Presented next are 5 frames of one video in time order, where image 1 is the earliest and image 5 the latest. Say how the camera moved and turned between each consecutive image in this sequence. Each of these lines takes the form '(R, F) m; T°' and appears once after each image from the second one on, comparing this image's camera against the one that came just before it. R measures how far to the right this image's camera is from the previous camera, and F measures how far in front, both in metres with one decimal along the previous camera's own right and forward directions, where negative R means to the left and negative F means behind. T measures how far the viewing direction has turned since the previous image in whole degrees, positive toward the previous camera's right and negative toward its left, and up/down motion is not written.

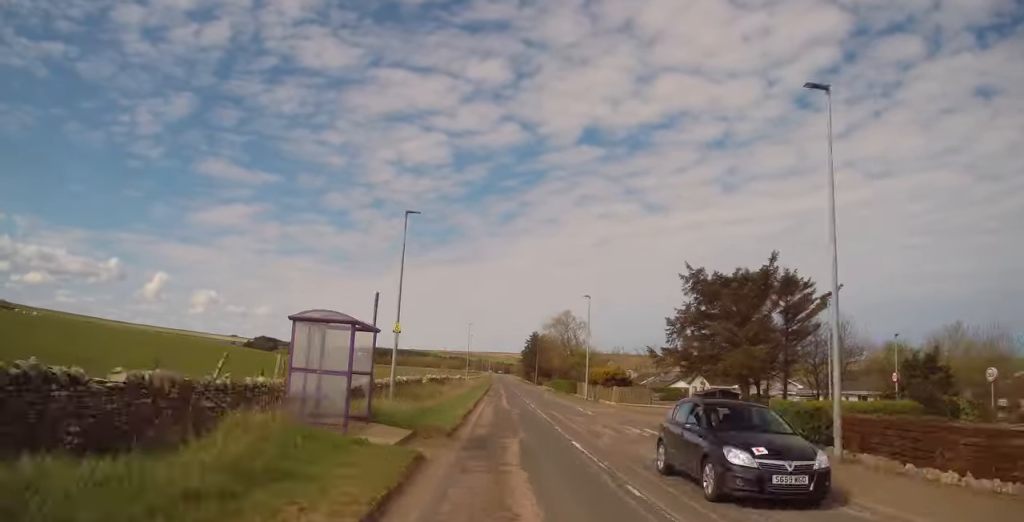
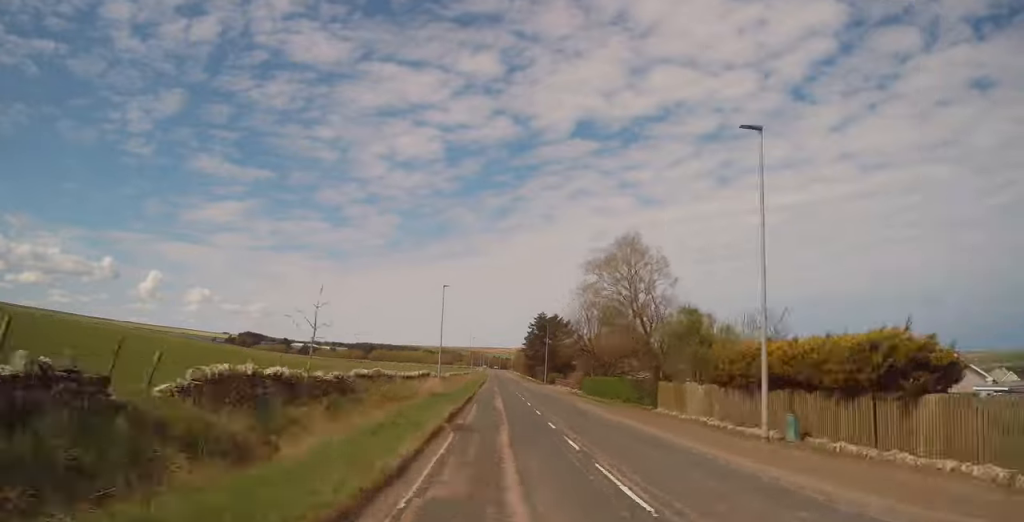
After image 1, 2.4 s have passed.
(0.0, +33.8) m; 0°
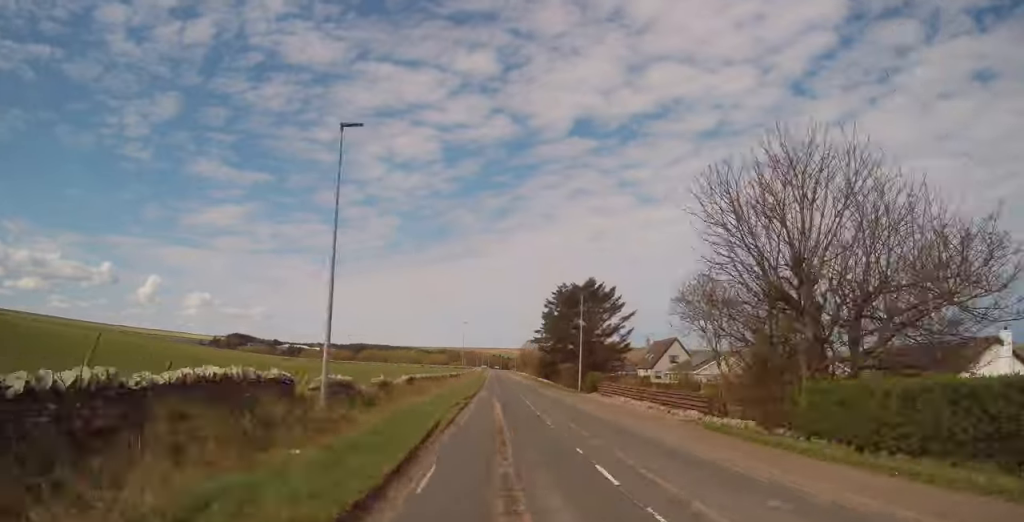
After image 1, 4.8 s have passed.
(0.0, +33.7) m; 0°
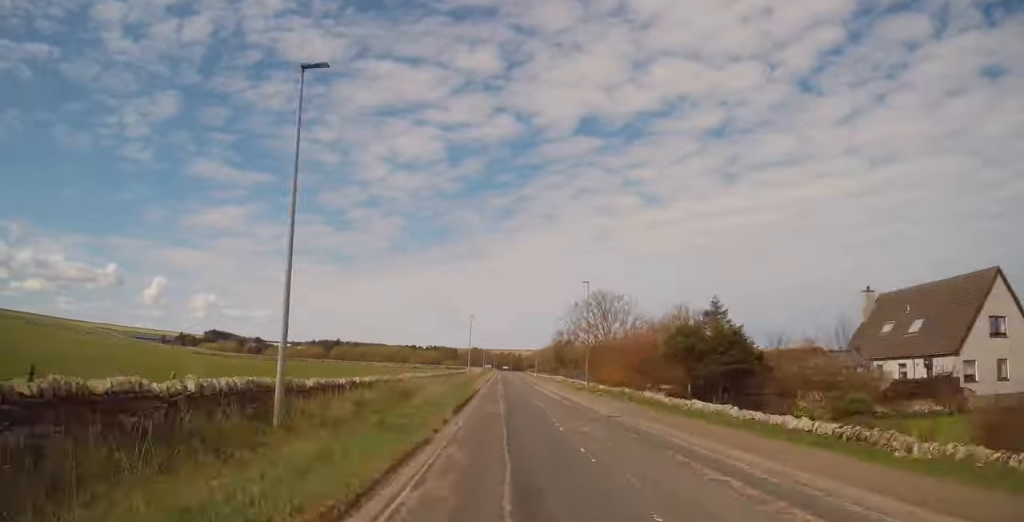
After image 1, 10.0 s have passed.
(-0.4, +72.2) m; -1°
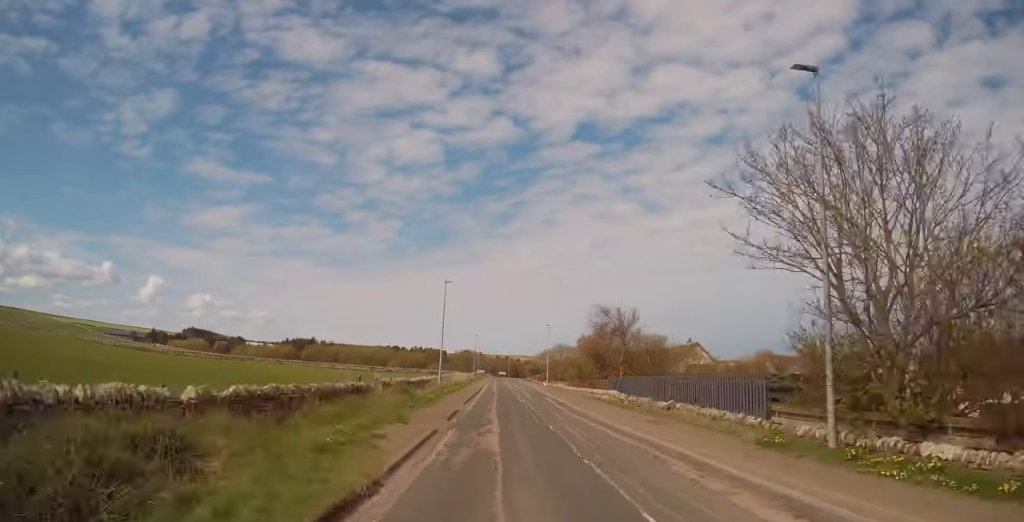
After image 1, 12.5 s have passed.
(-0.2, +35.0) m; 0°
